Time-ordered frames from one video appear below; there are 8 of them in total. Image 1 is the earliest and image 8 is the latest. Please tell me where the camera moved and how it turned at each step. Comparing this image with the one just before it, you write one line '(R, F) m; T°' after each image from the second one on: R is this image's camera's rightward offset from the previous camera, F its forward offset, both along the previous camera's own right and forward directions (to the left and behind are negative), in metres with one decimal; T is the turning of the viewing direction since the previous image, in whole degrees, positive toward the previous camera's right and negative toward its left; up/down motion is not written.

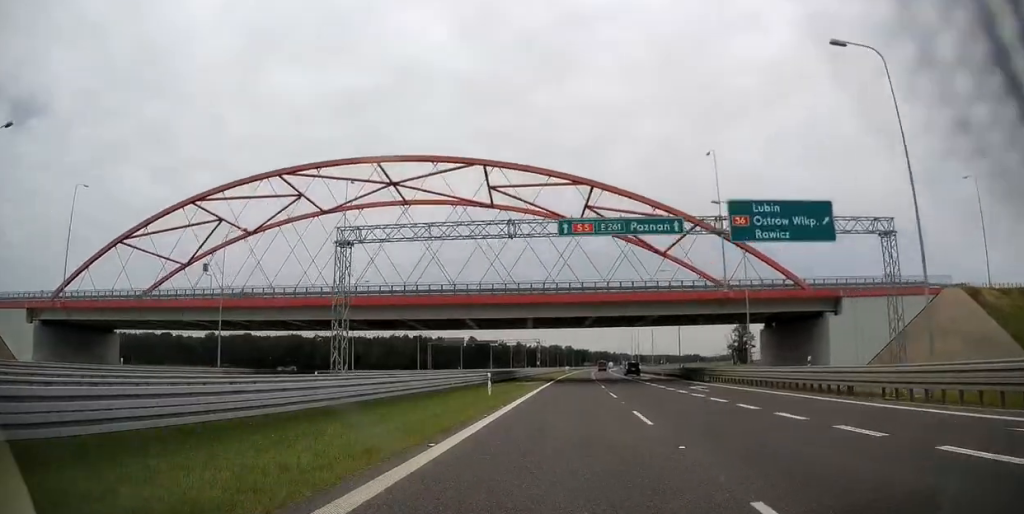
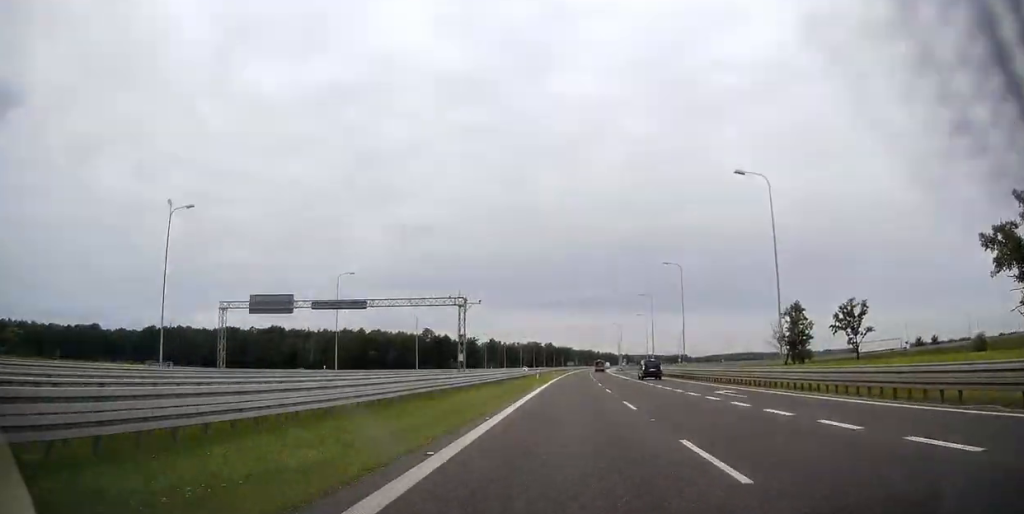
(+0.5, +67.0) m; +1°
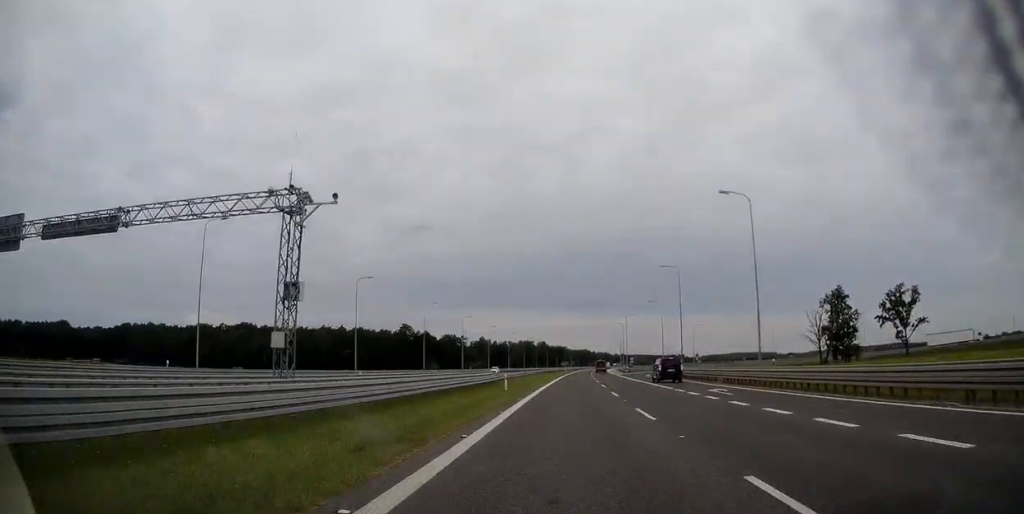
(0.0, +27.6) m; 0°
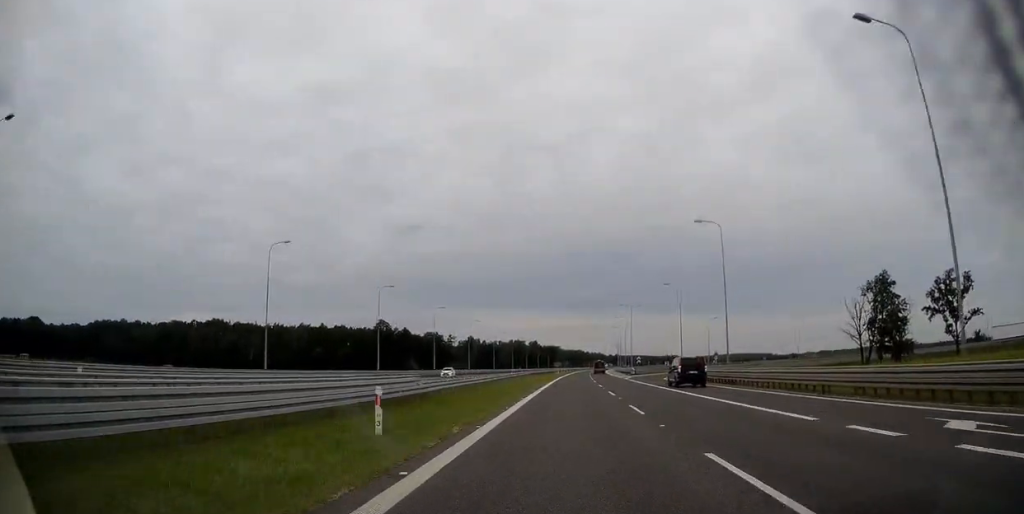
(0.0, +21.9) m; +1°
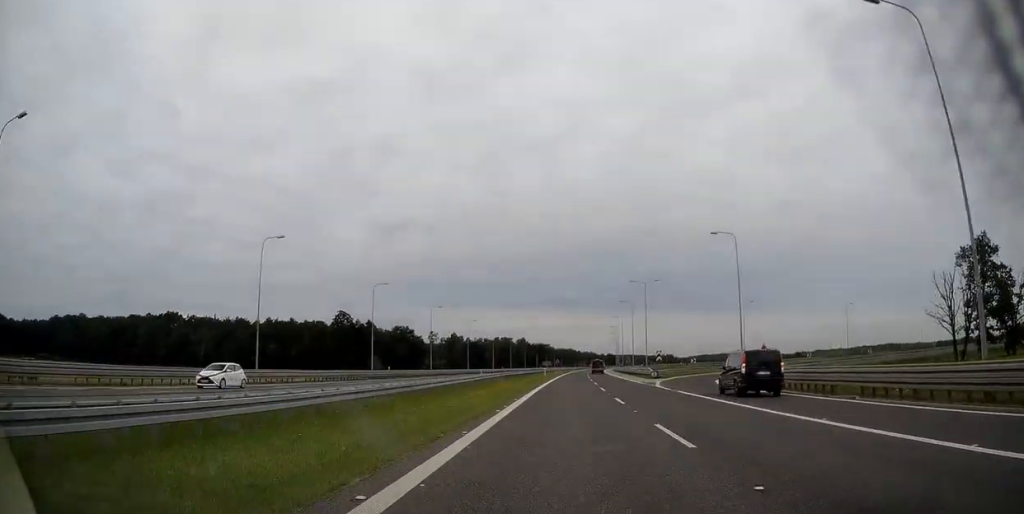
(+0.3, +31.2) m; +2°
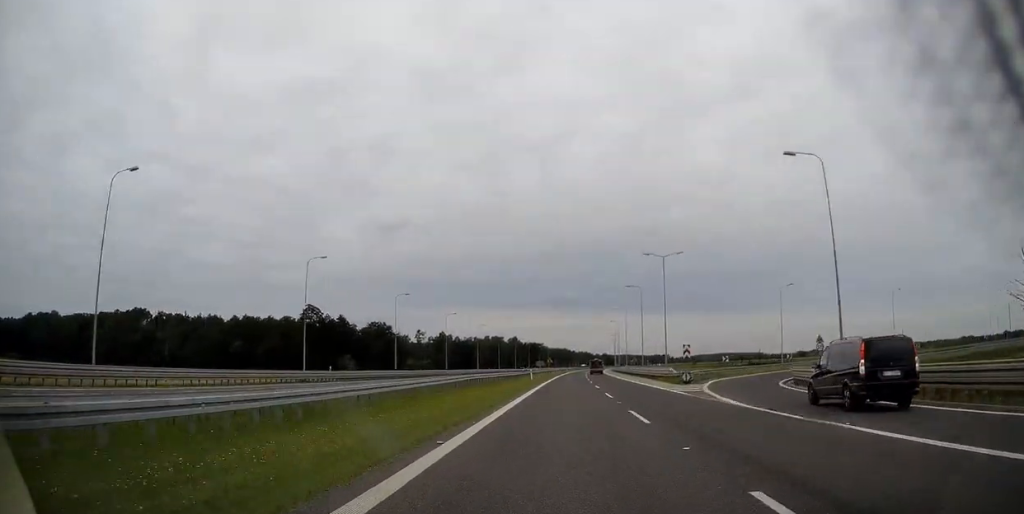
(+0.1, +19.7) m; +1°
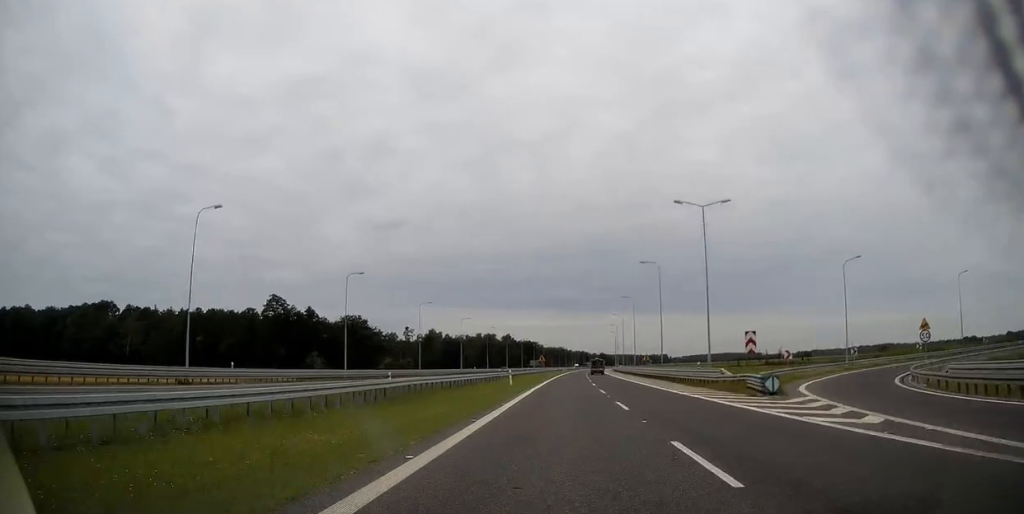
(+0.4, +19.8) m; +1°
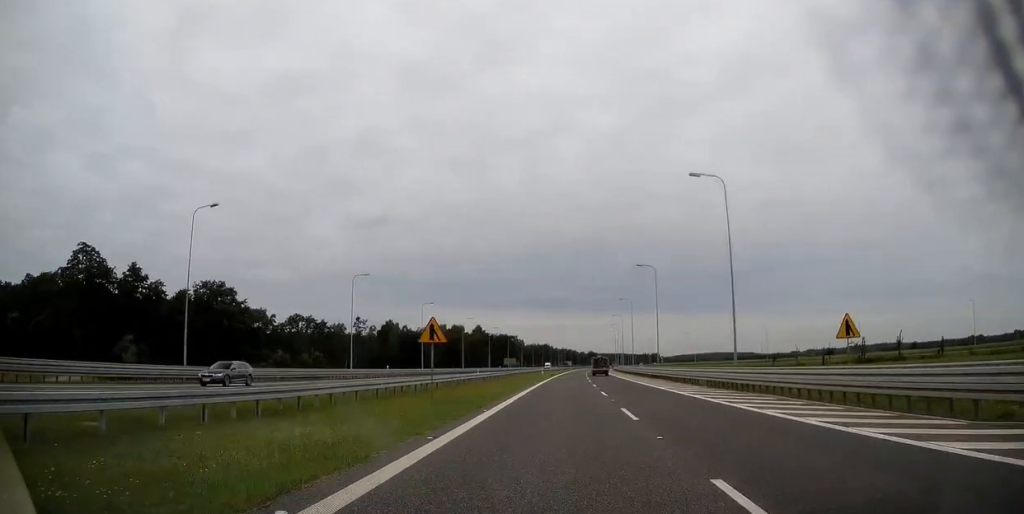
(+0.2, +63.9) m; +1°
